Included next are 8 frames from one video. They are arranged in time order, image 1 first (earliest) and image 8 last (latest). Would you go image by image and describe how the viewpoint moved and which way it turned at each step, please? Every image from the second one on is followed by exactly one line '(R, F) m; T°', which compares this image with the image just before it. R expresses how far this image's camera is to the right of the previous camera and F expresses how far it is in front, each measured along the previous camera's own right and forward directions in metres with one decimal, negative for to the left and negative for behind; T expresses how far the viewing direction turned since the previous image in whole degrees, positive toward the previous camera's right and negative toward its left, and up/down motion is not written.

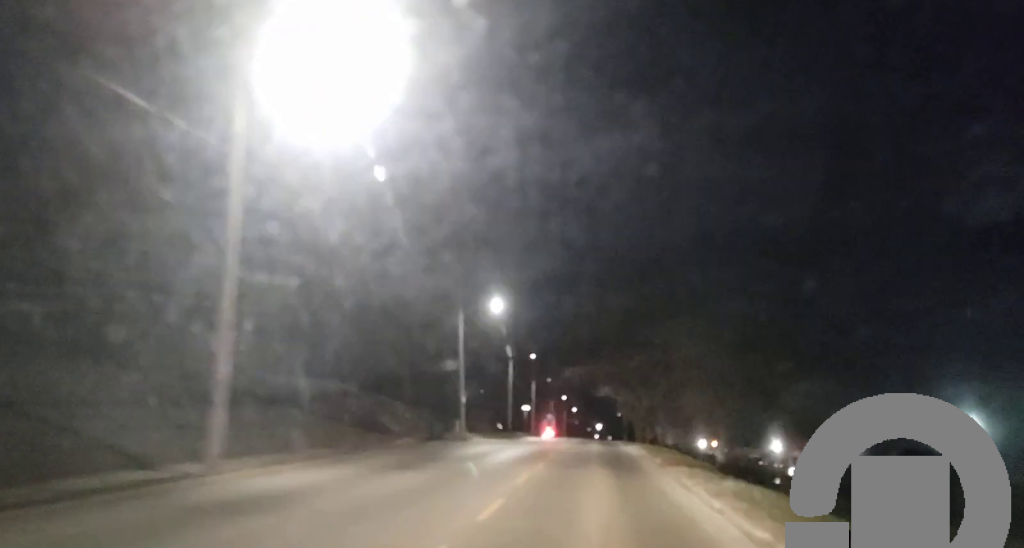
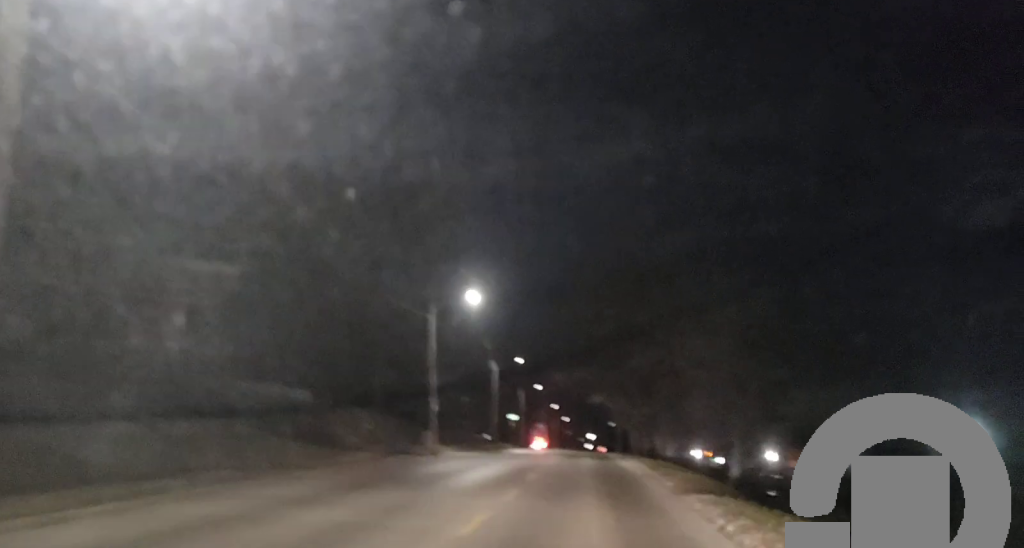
(-0.1, +6.6) m; 0°
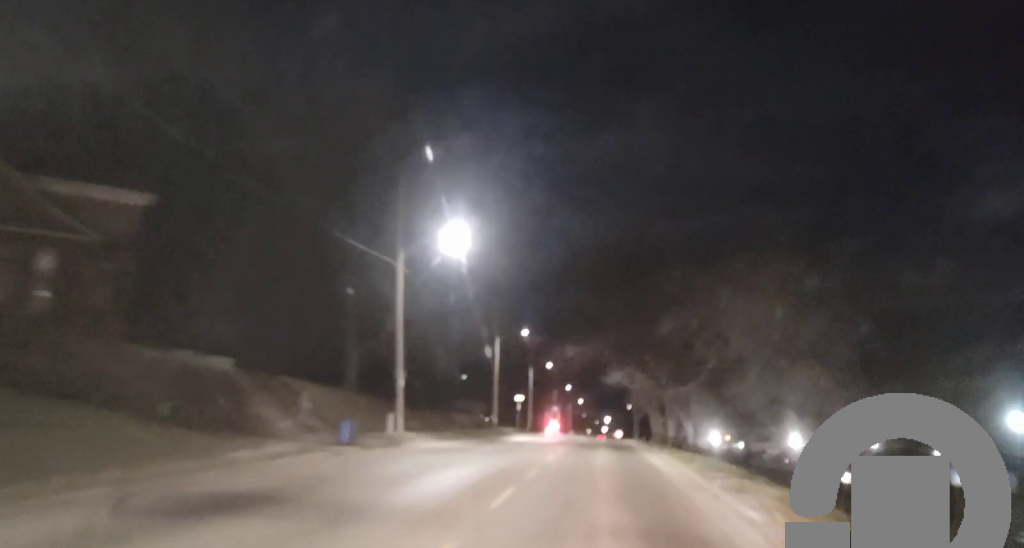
(-0.1, +11.7) m; 0°
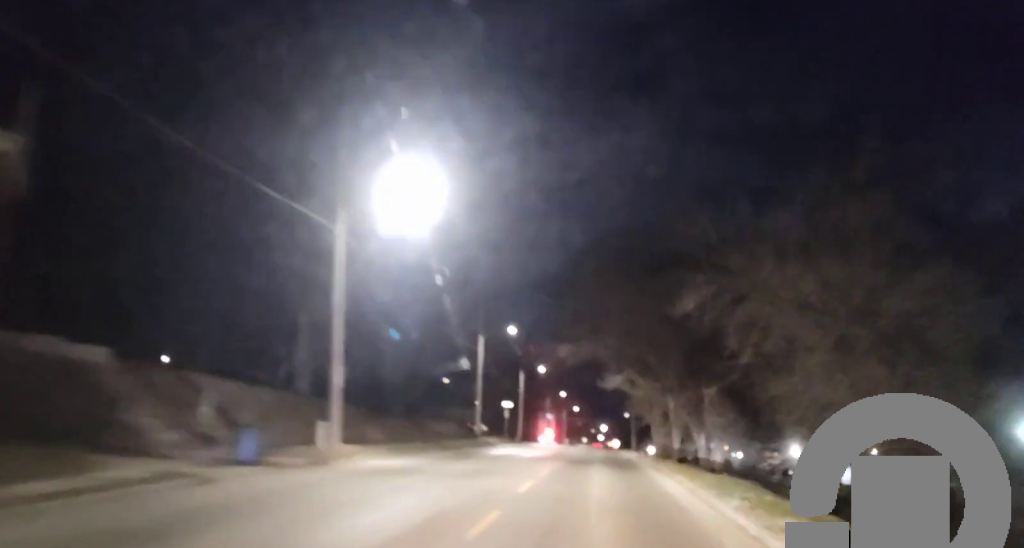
(0.0, +7.3) m; 0°
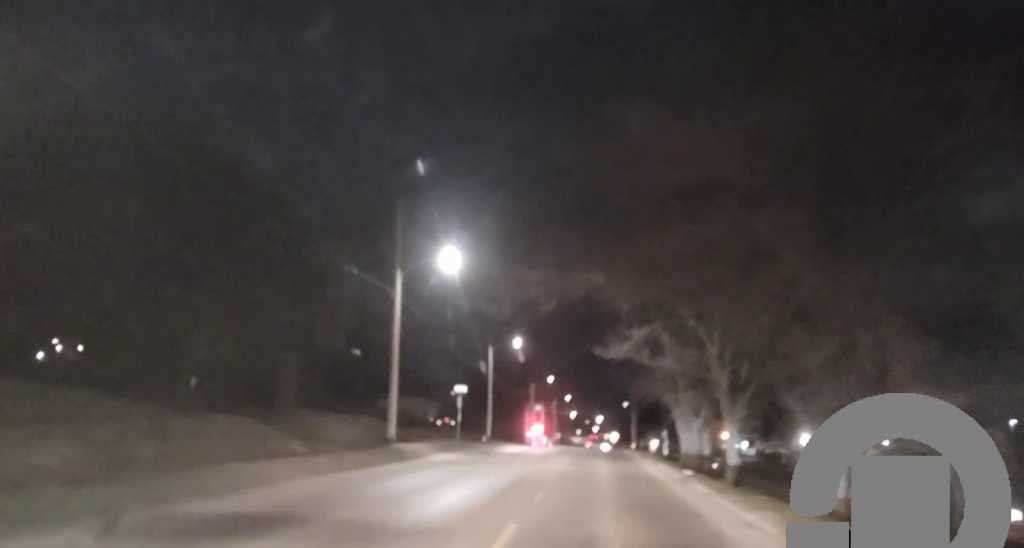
(0.0, +26.0) m; 0°
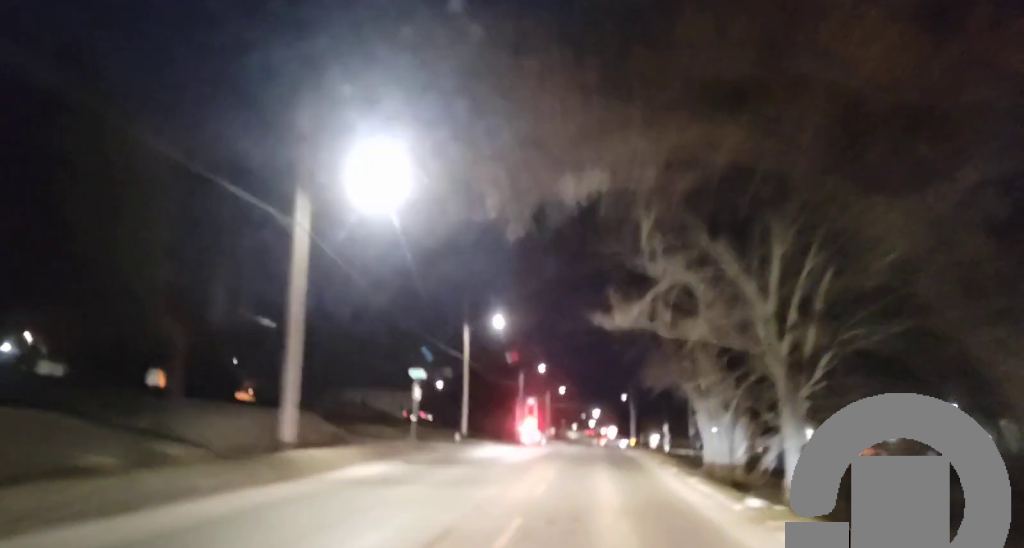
(0.0, +11.6) m; 0°
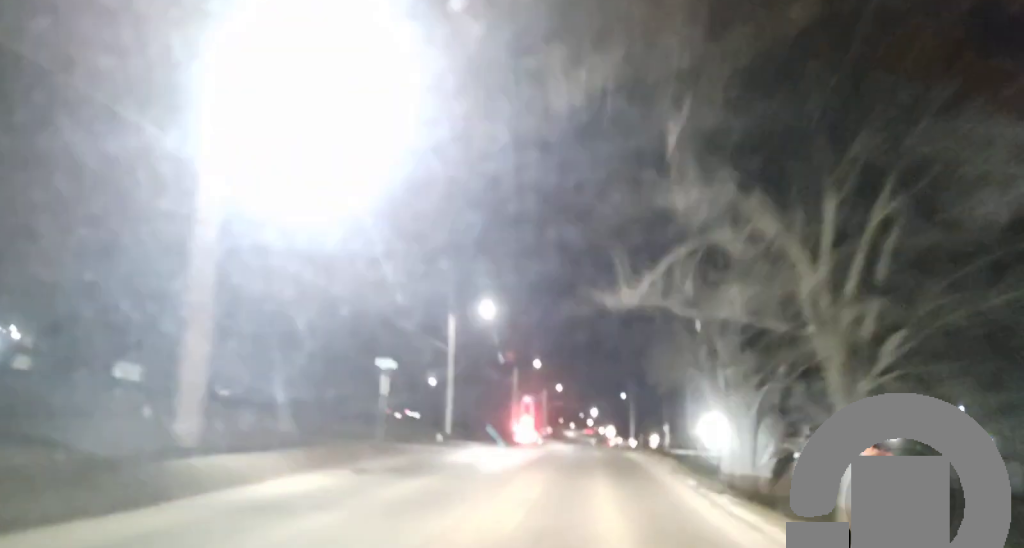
(0.0, +5.8) m; 0°
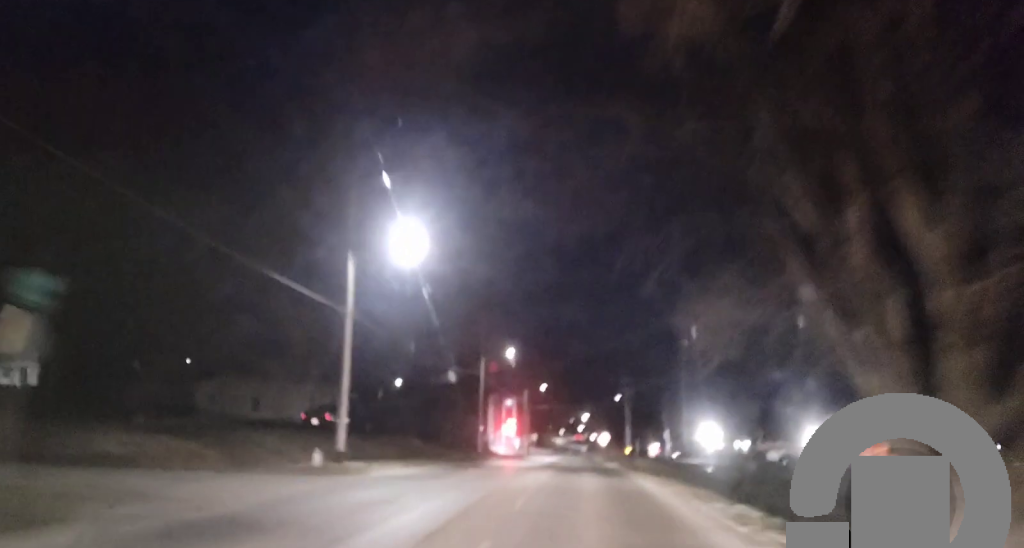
(+0.1, +20.5) m; 0°
